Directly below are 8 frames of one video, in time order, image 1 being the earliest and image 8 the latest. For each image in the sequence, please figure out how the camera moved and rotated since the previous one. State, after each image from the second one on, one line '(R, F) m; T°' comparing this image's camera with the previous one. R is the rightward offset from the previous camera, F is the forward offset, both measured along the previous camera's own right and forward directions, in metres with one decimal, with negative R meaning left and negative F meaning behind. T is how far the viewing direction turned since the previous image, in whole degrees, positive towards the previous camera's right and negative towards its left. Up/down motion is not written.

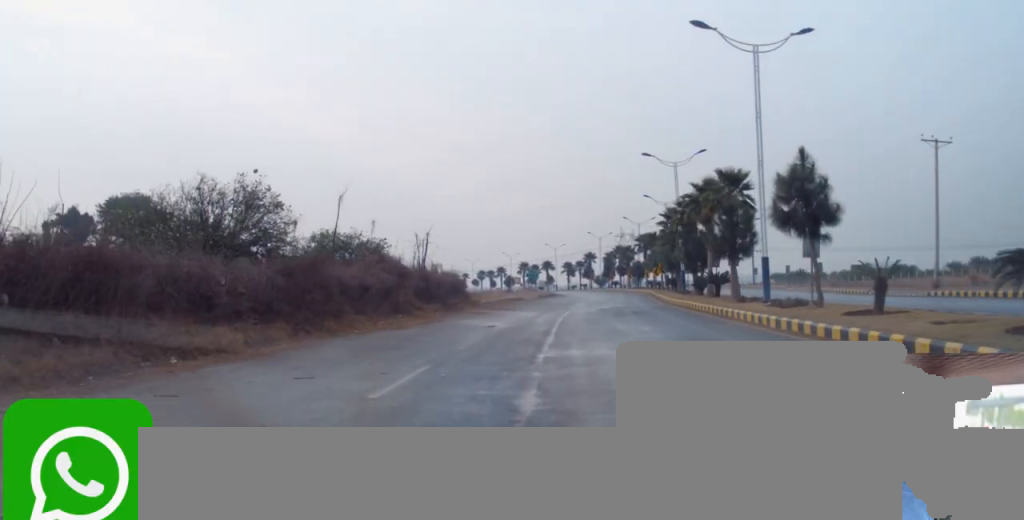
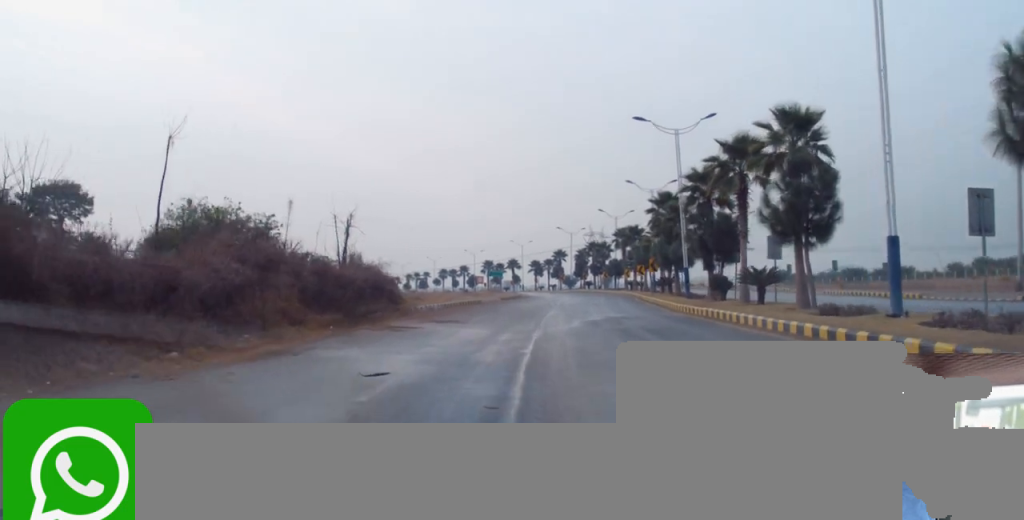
(+0.8, +12.6) m; +3°
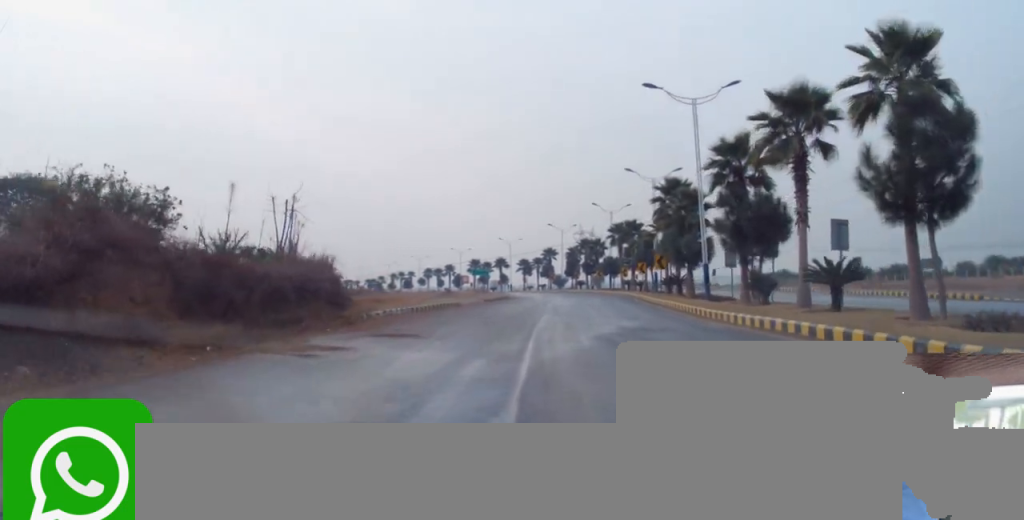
(-0.3, +7.2) m; -1°
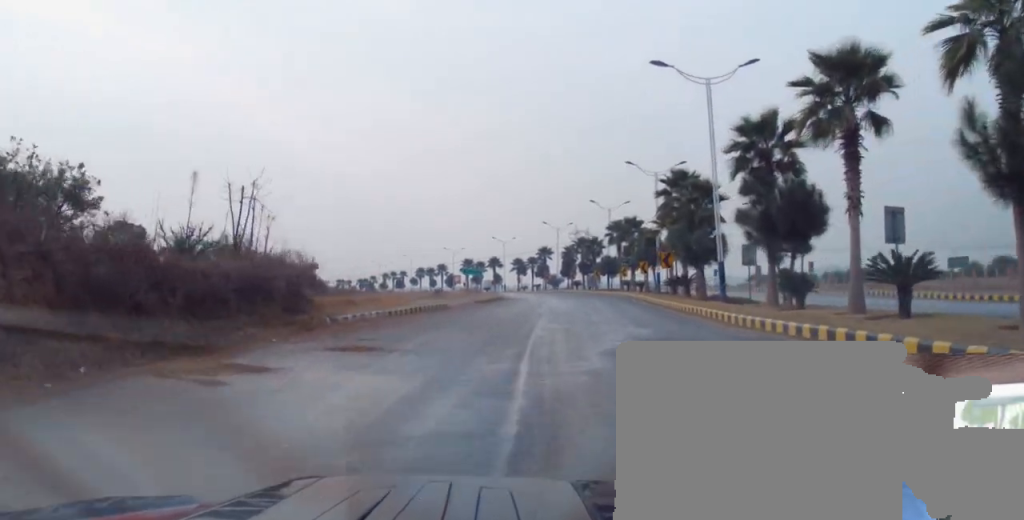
(-0.1, +3.9) m; 0°
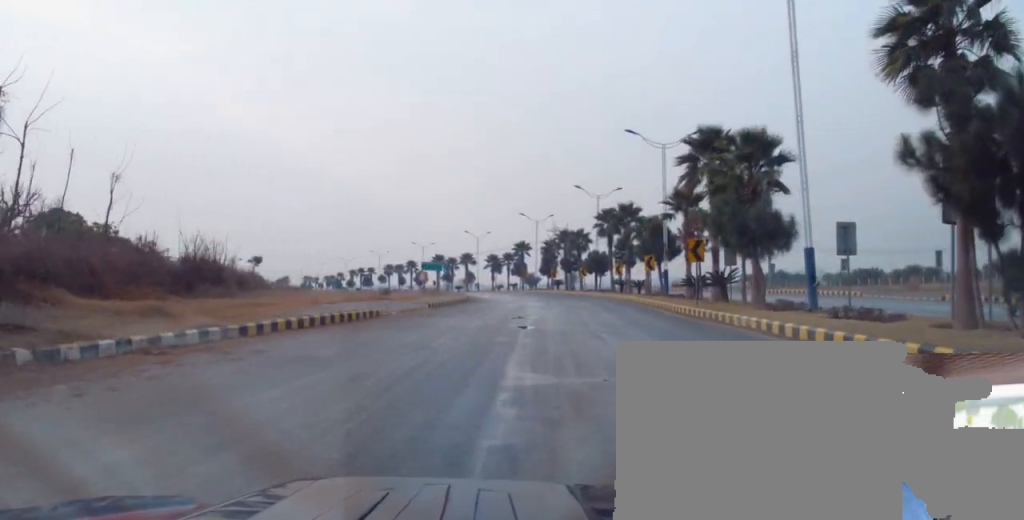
(+0.4, +12.6) m; +3°
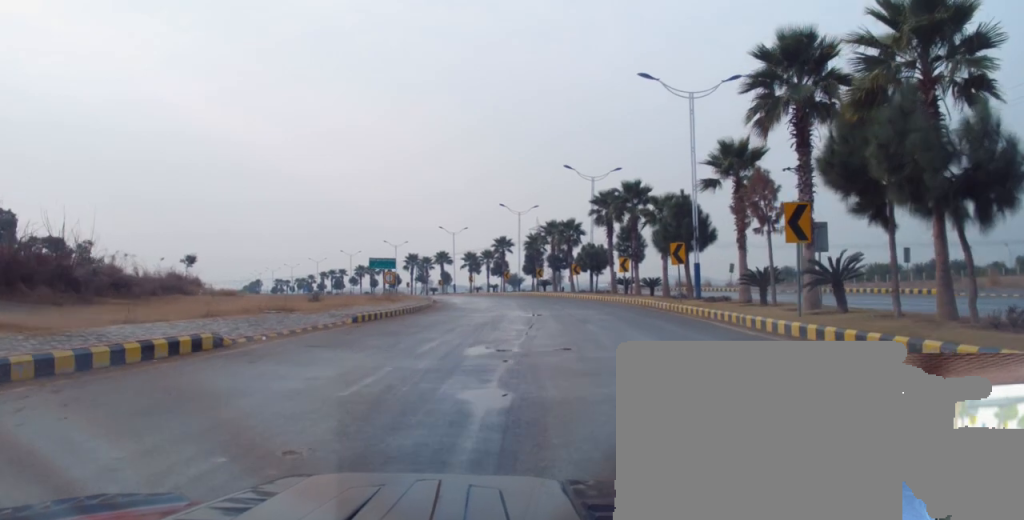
(+0.2, +13.0) m; +2°
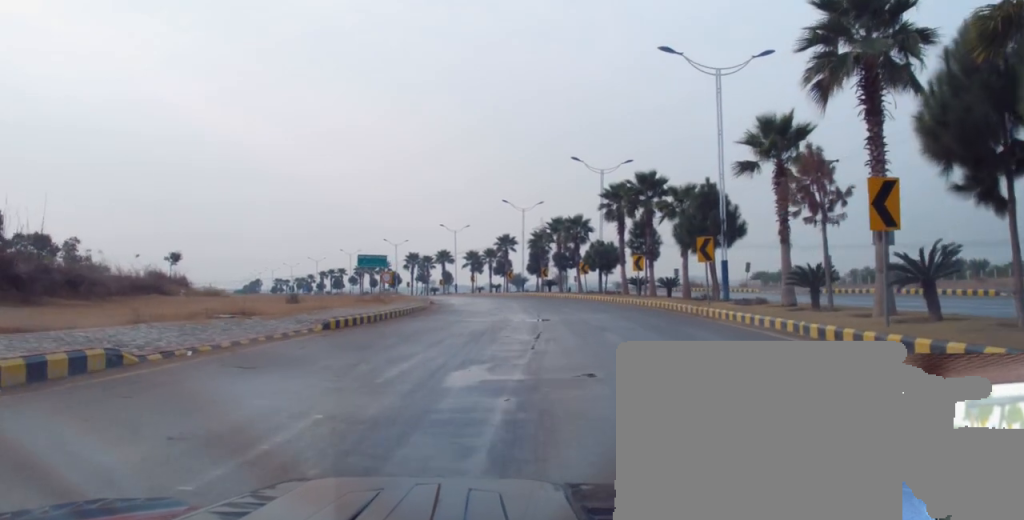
(+0.1, +3.9) m; -1°
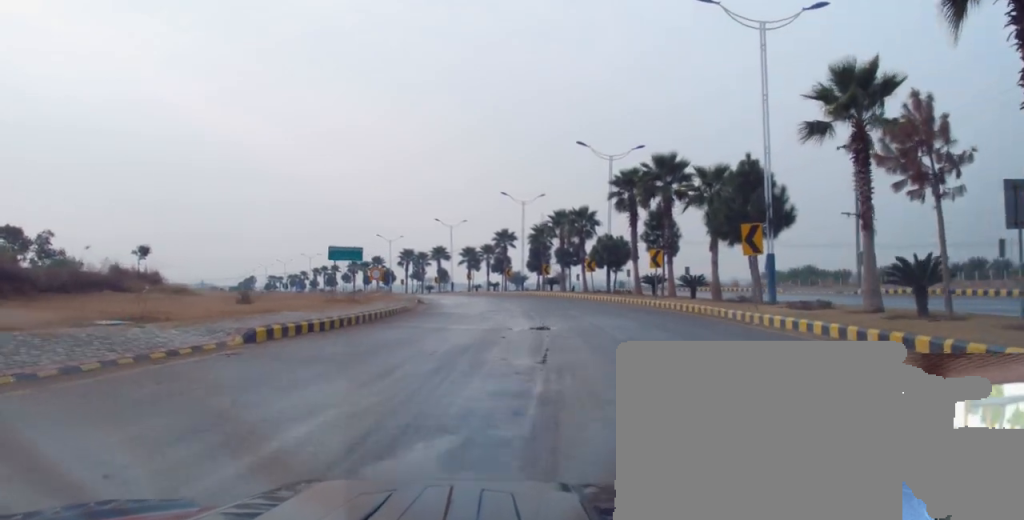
(+0.1, +5.9) m; -1°
